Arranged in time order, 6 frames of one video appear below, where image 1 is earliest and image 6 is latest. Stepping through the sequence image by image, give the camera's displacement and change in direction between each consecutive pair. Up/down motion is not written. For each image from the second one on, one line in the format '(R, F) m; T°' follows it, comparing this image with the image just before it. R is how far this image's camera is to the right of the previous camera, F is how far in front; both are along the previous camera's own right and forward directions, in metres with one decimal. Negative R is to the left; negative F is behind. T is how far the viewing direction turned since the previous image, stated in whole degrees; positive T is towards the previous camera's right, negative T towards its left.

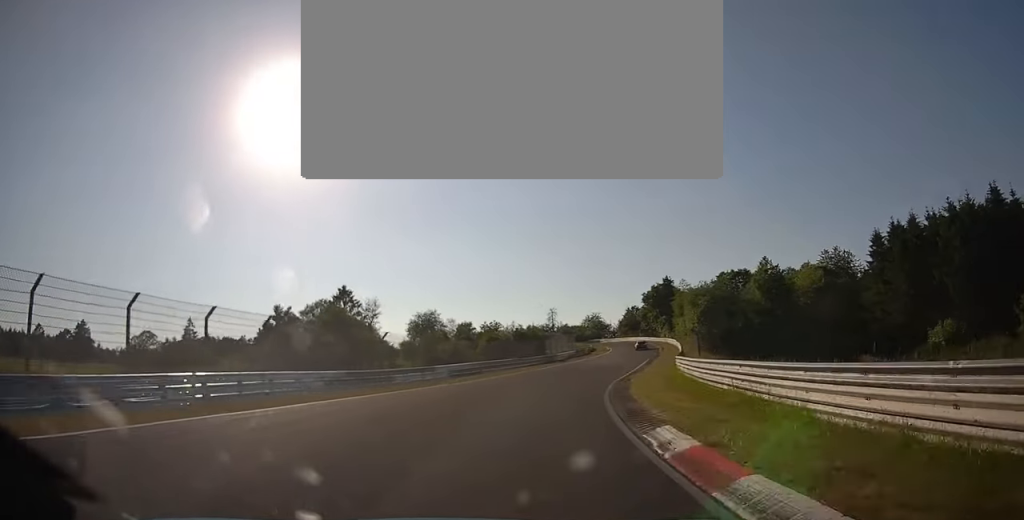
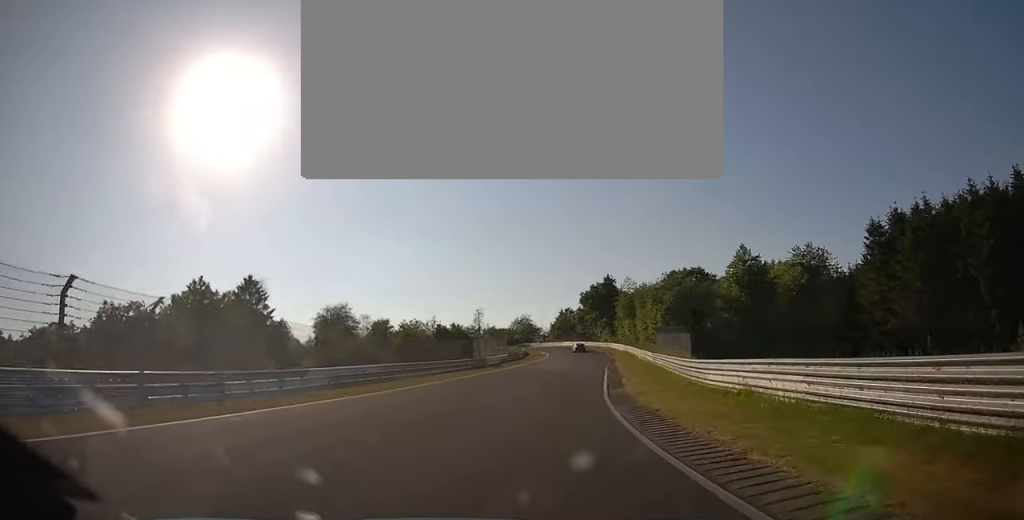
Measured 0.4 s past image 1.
(+3.2, +14.0) m; +6°
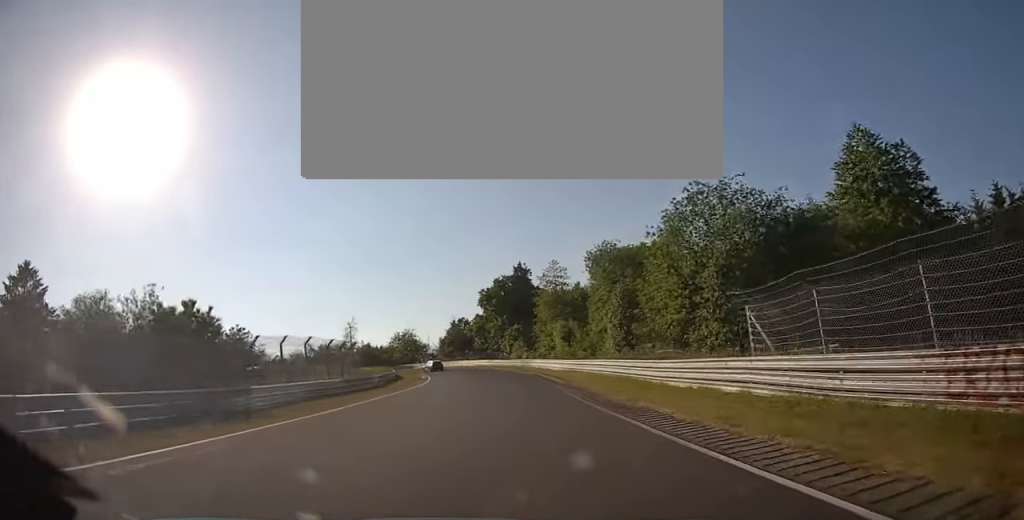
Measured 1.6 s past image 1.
(+3.9, +37.9) m; +4°
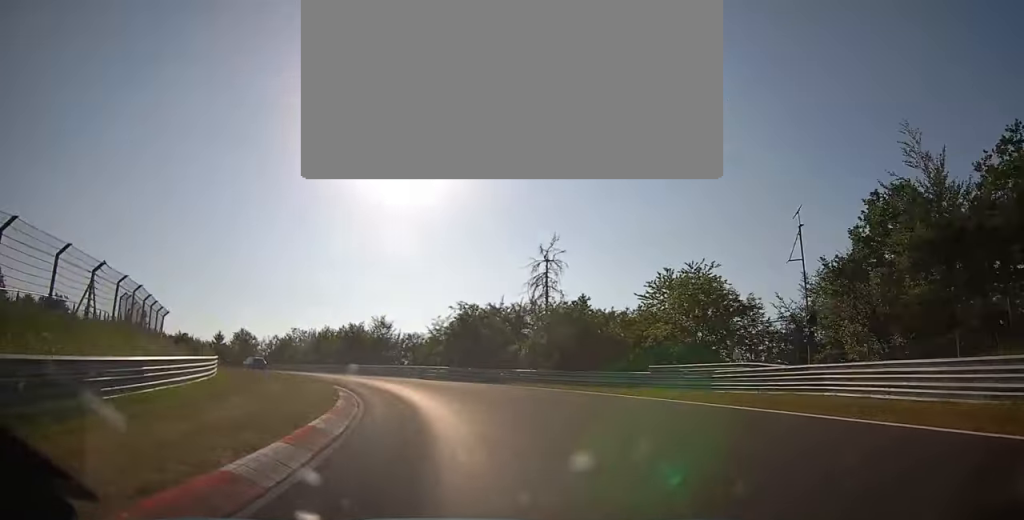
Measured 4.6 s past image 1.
(-13.4, +89.8) m; -29°
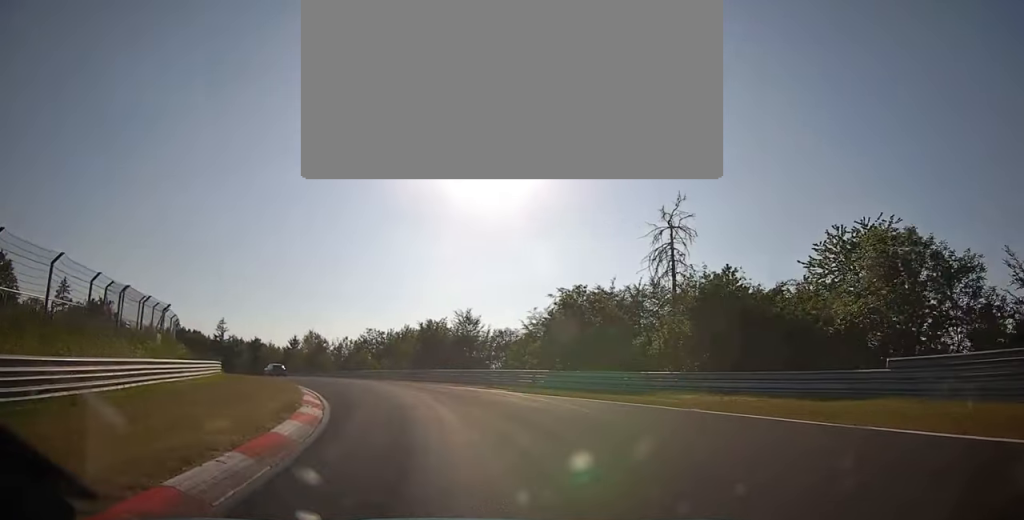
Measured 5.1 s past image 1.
(-0.9, +12.2) m; -9°
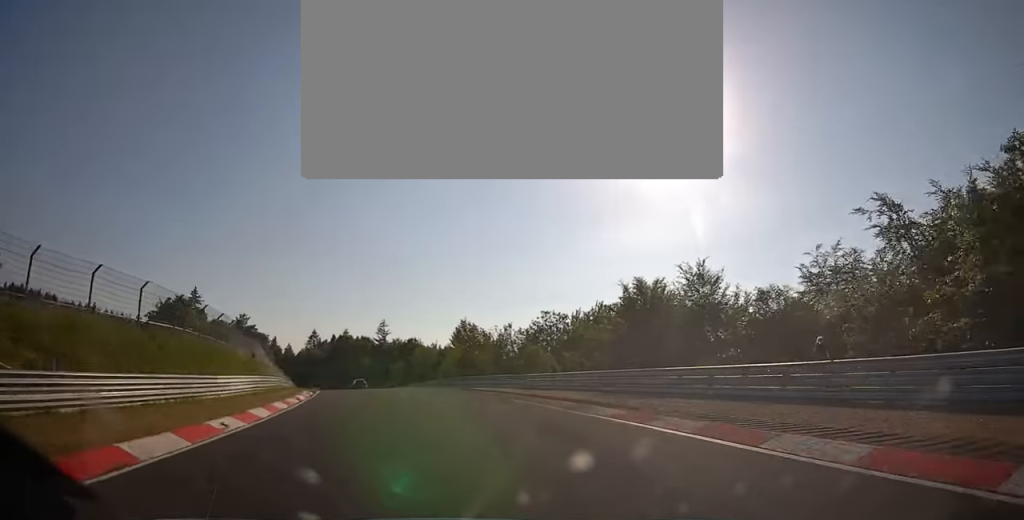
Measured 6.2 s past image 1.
(-4.3, +22.9) m; -18°
